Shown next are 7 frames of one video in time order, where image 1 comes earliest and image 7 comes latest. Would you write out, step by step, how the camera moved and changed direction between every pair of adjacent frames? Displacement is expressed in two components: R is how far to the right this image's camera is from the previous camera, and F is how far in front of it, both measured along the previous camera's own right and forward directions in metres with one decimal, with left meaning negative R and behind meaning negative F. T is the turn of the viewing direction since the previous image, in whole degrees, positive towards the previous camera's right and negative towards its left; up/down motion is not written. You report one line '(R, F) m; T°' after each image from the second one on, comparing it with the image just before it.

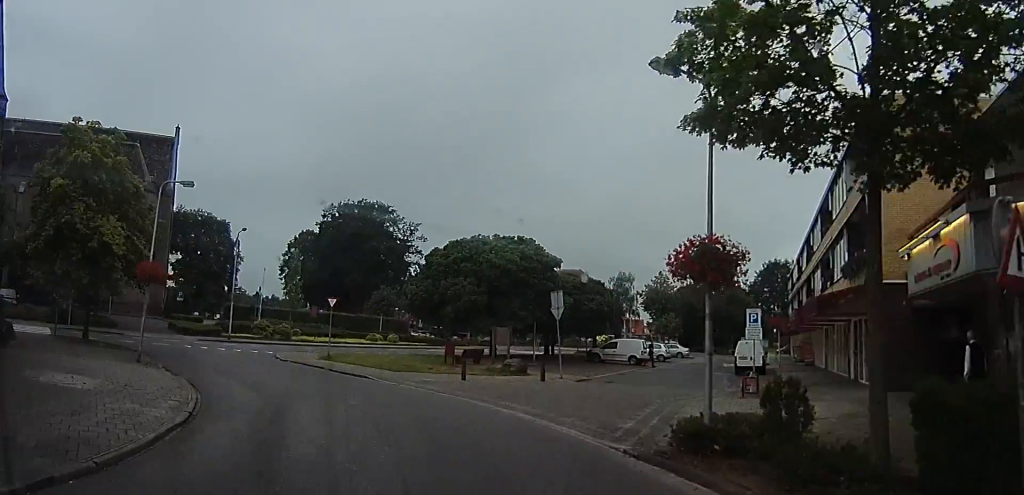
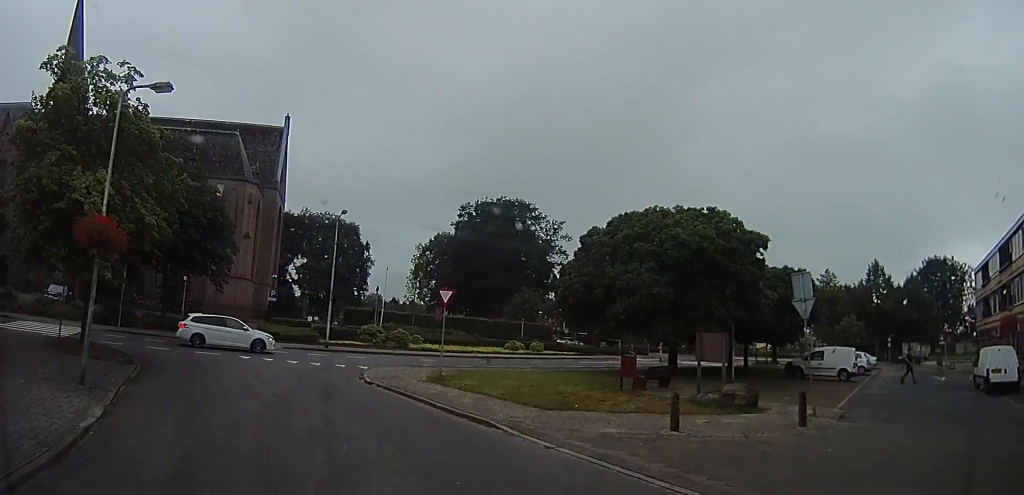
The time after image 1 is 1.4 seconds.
(-0.4, +8.6) m; -11°
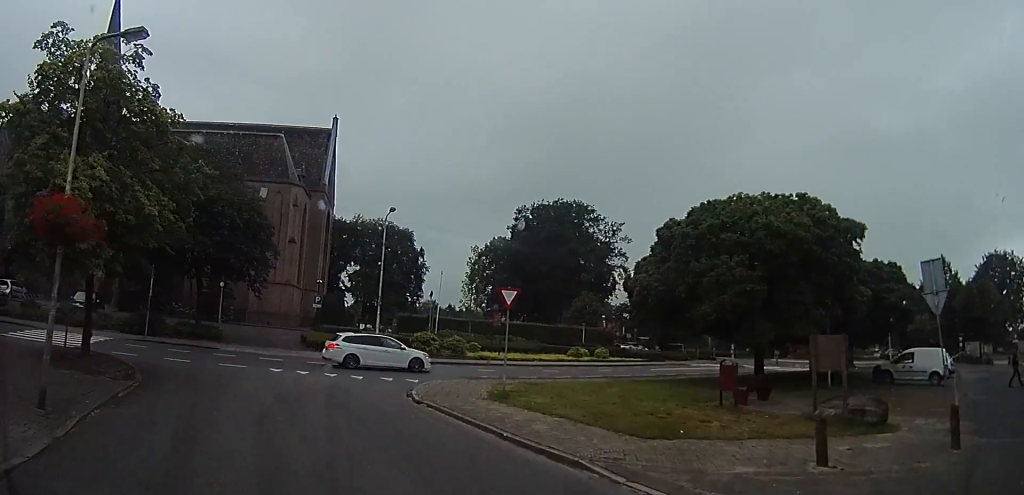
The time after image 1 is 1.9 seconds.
(+0.1, +2.8) m; -7°
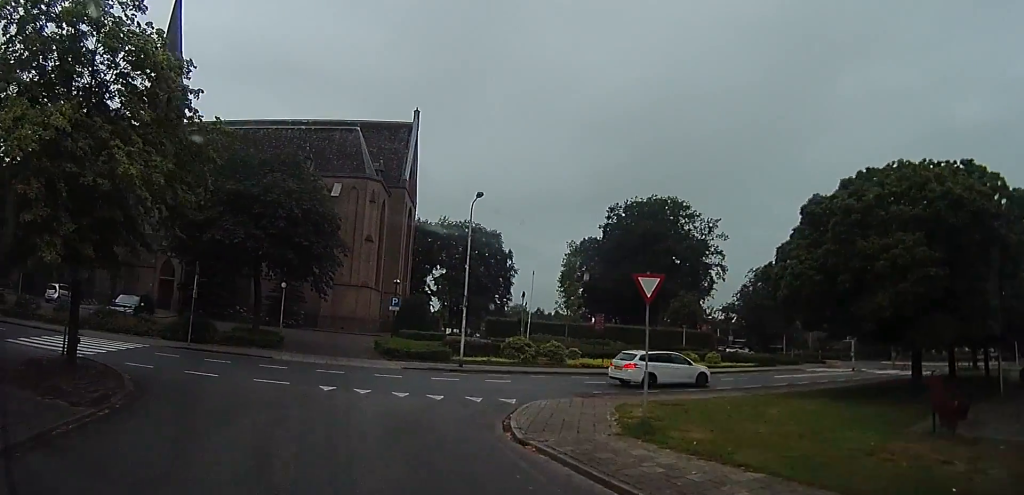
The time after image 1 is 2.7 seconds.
(-0.9, +4.4) m; -15°
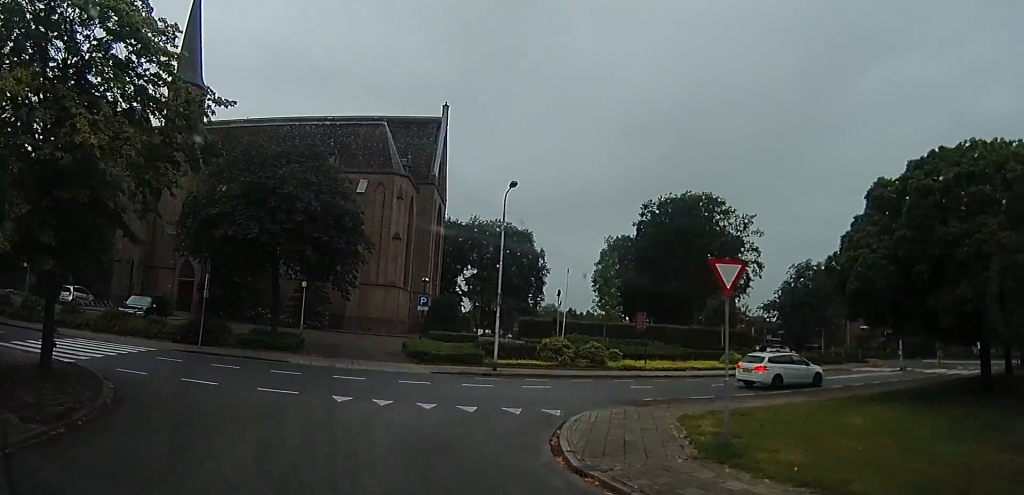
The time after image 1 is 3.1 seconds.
(-0.1, +1.9) m; -1°
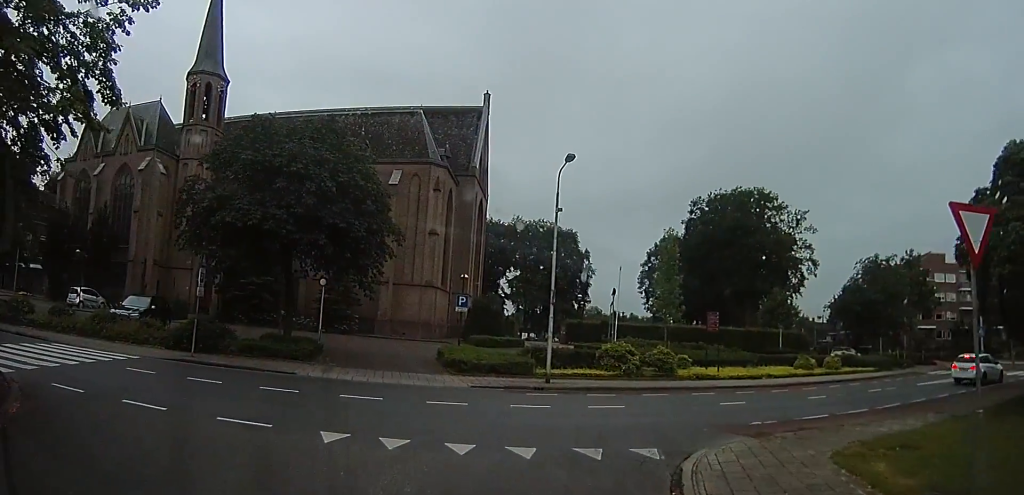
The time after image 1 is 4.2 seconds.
(-0.1, +4.3) m; +3°
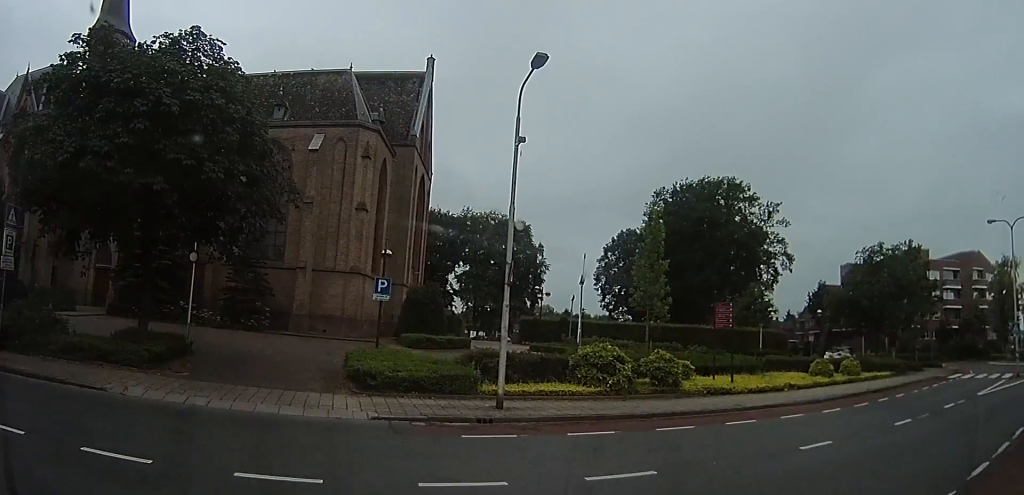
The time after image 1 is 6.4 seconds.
(+0.6, +6.9) m; +18°
